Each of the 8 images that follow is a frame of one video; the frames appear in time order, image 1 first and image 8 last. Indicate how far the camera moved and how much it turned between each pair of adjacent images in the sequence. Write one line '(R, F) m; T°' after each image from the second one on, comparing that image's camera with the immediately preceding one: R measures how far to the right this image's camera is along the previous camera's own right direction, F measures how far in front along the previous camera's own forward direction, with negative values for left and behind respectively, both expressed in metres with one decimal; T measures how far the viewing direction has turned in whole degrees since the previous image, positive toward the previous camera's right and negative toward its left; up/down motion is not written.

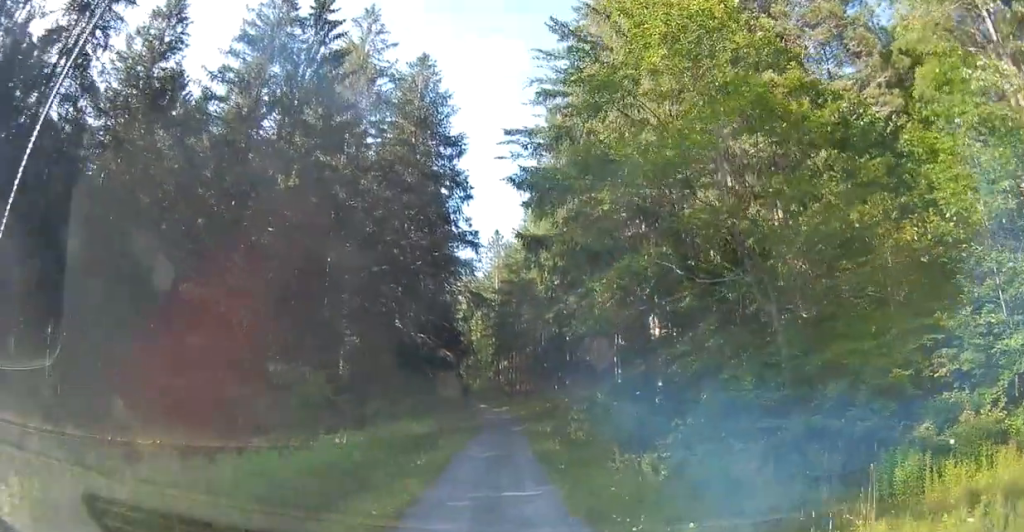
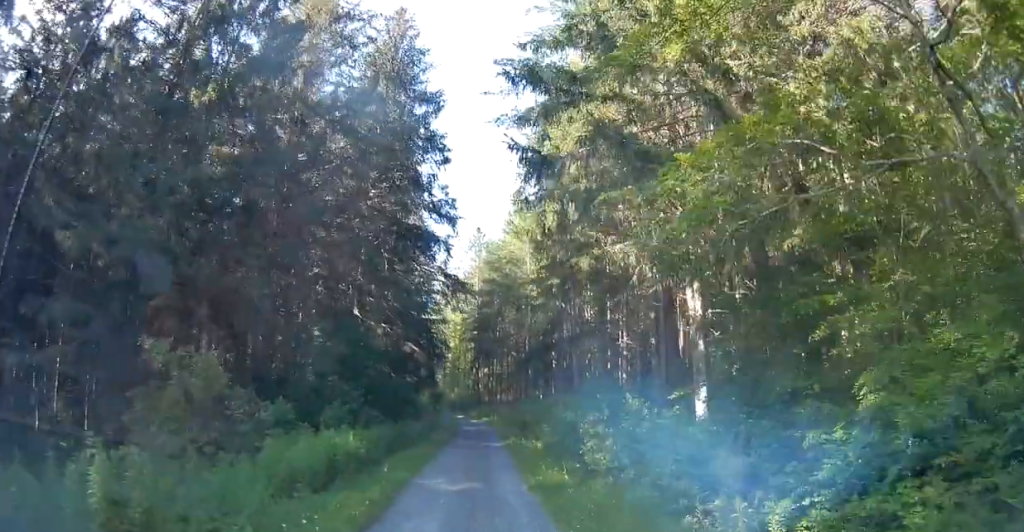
(+0.5, +6.9) m; +4°
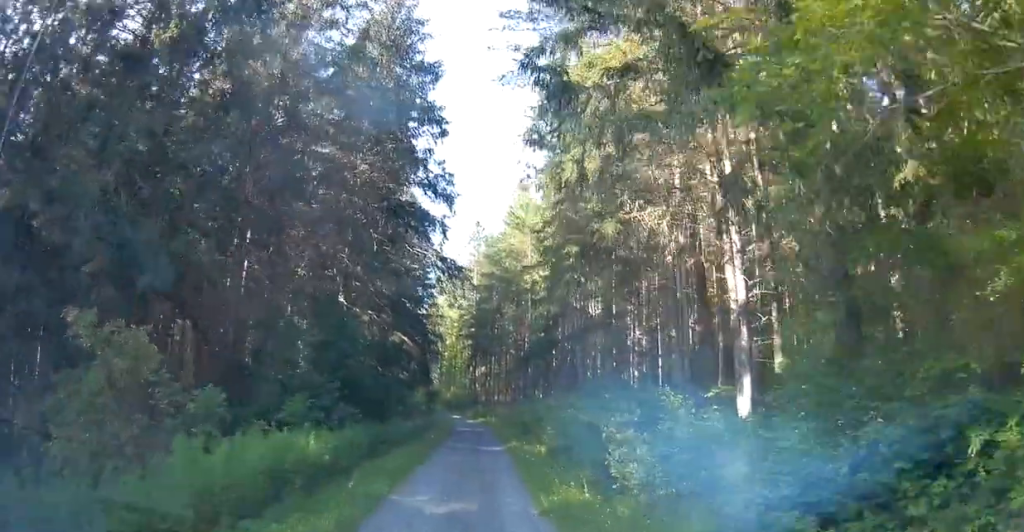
(0.0, +3.2) m; -1°
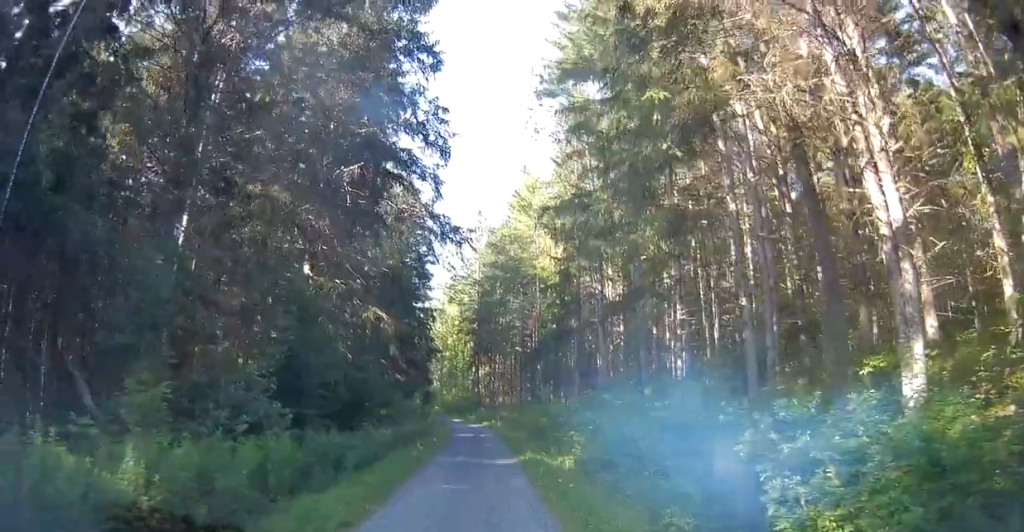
(-0.1, +6.2) m; 0°
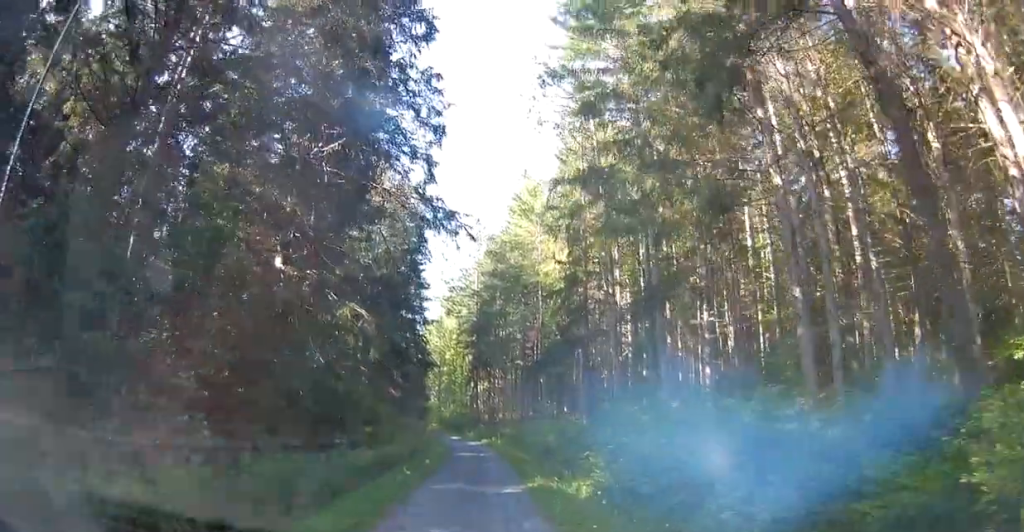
(0.0, +3.2) m; +1°
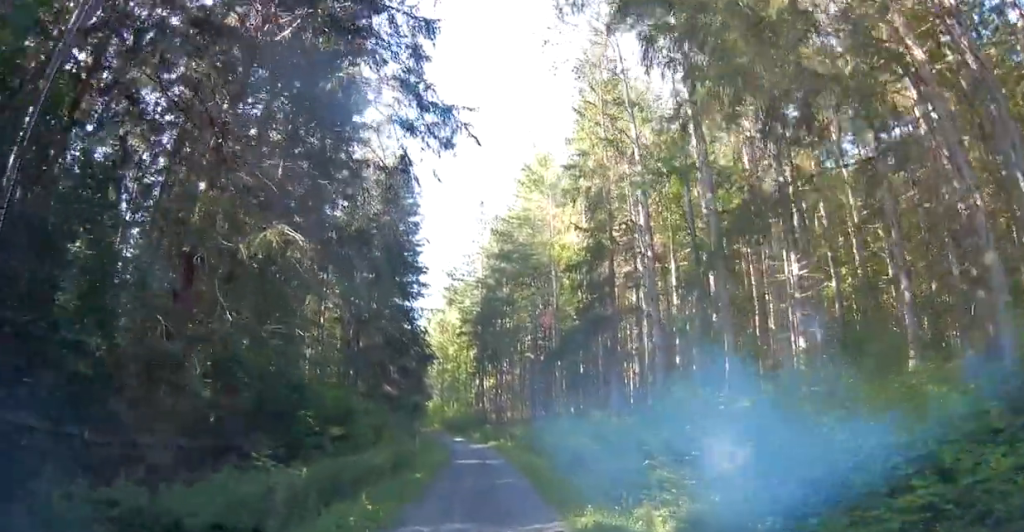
(+0.1, +6.5) m; -1°
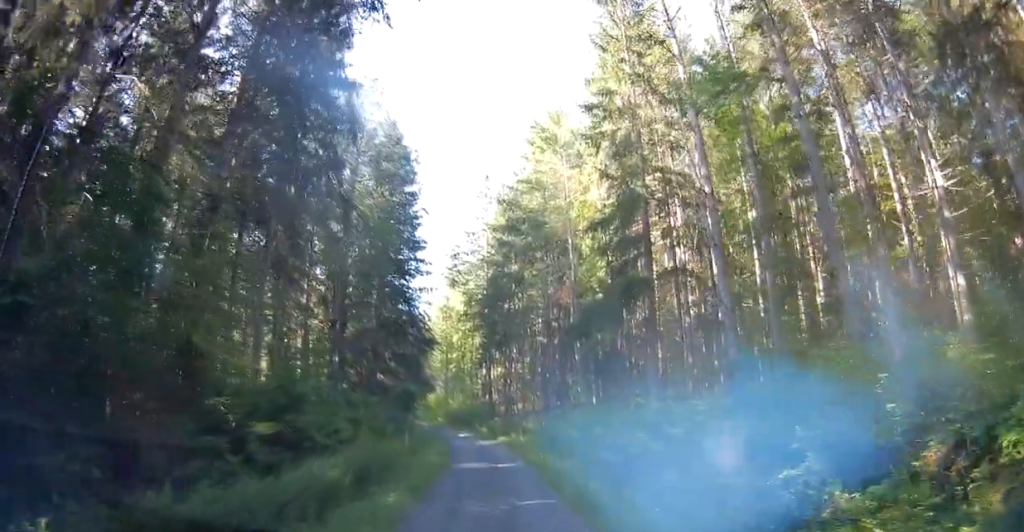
(-0.2, +6.9) m; -1°
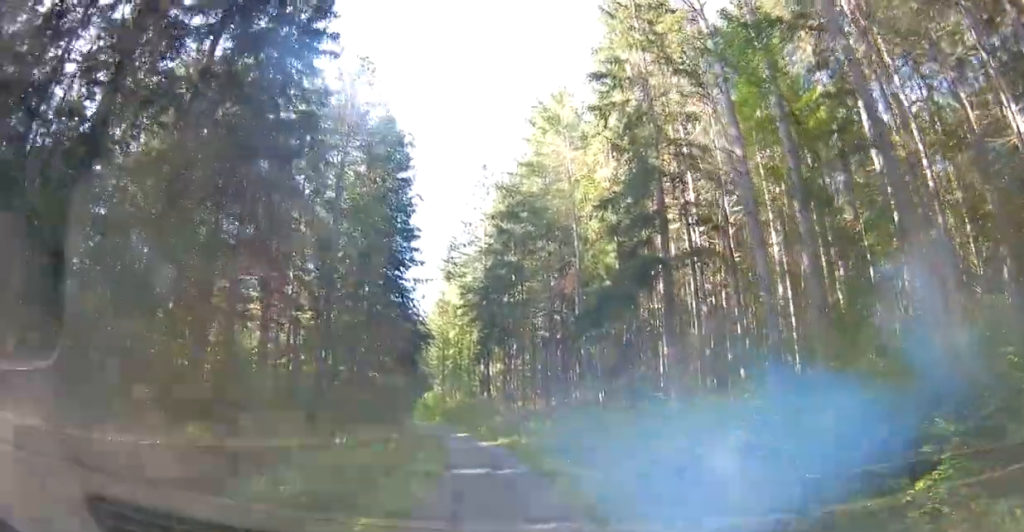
(0.0, +3.3) m; 0°
